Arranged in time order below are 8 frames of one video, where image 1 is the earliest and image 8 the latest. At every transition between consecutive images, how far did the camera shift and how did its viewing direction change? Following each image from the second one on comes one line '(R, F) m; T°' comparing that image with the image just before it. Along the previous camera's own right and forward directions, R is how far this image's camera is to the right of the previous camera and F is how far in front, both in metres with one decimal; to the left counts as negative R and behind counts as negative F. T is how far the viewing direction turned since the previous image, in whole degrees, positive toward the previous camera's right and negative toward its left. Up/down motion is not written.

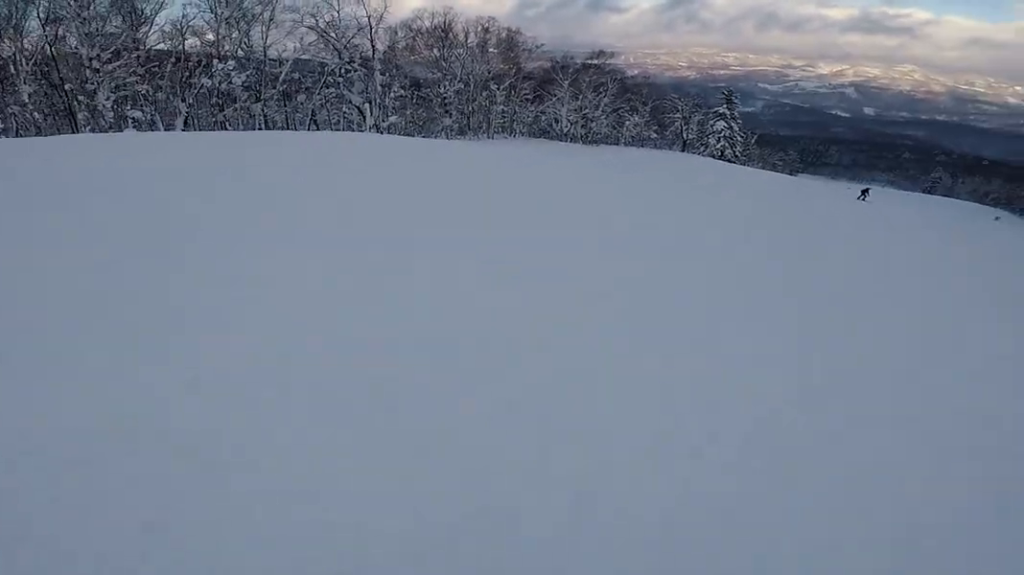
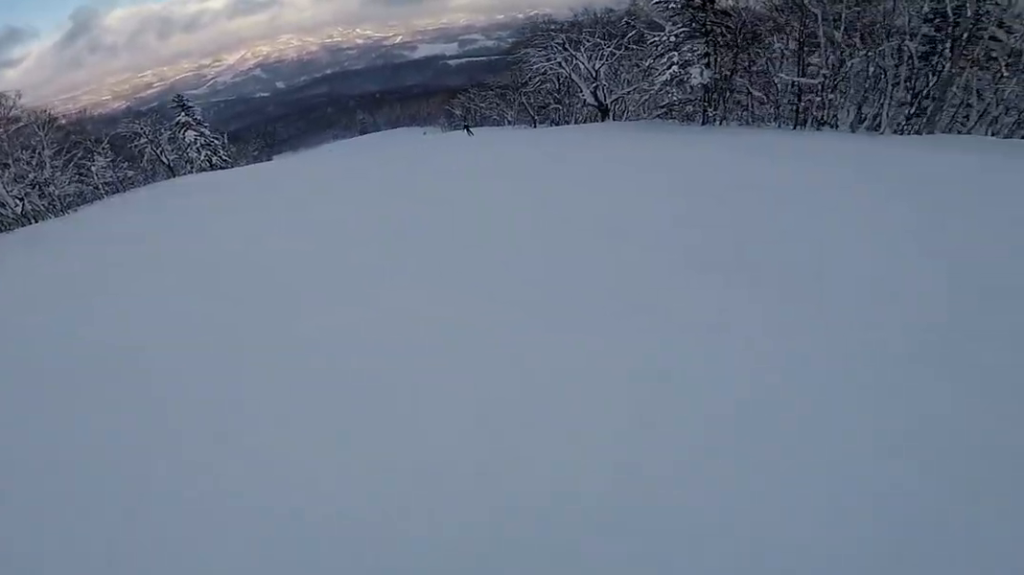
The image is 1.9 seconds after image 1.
(+4.9, +14.3) m; +43°
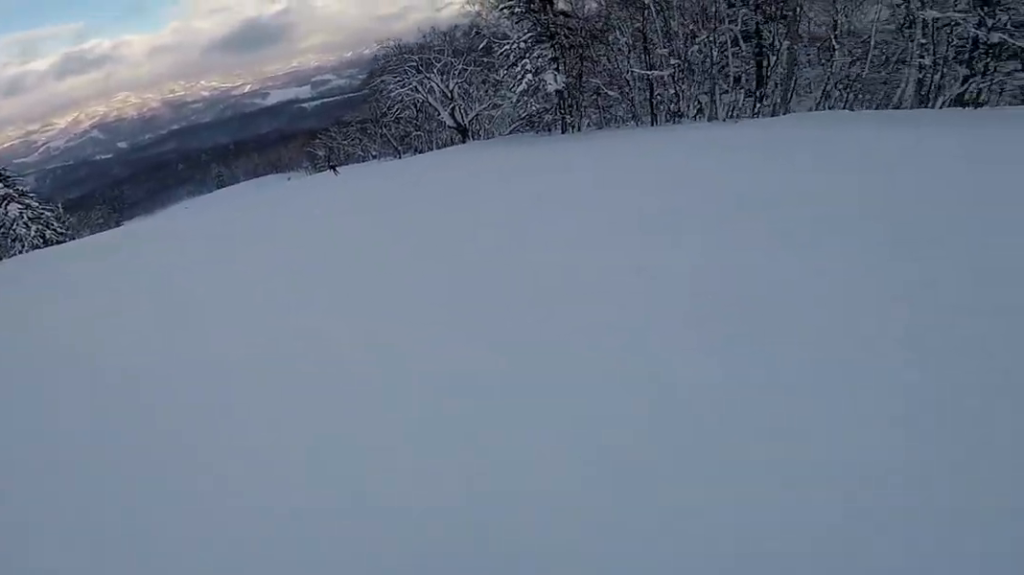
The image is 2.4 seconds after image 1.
(+0.4, +4.2) m; +11°
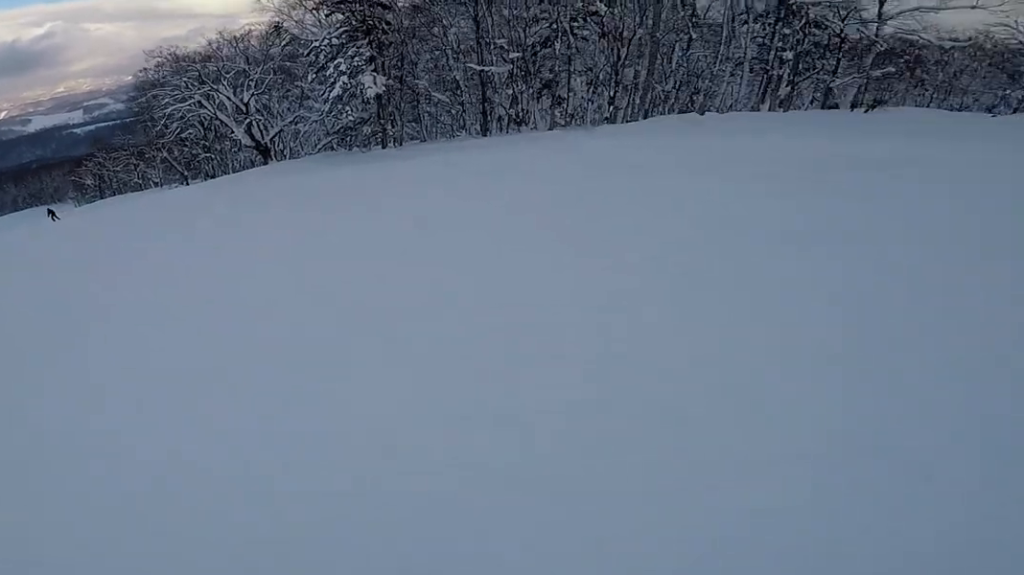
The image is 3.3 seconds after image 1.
(+1.2, +7.6) m; +8°
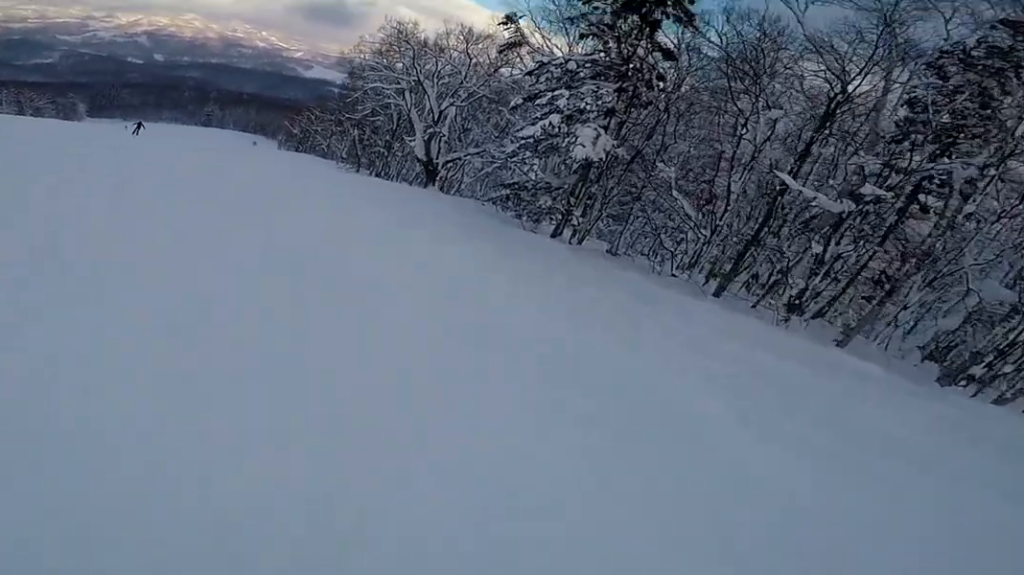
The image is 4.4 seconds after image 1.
(+0.2, +10.2) m; -13°
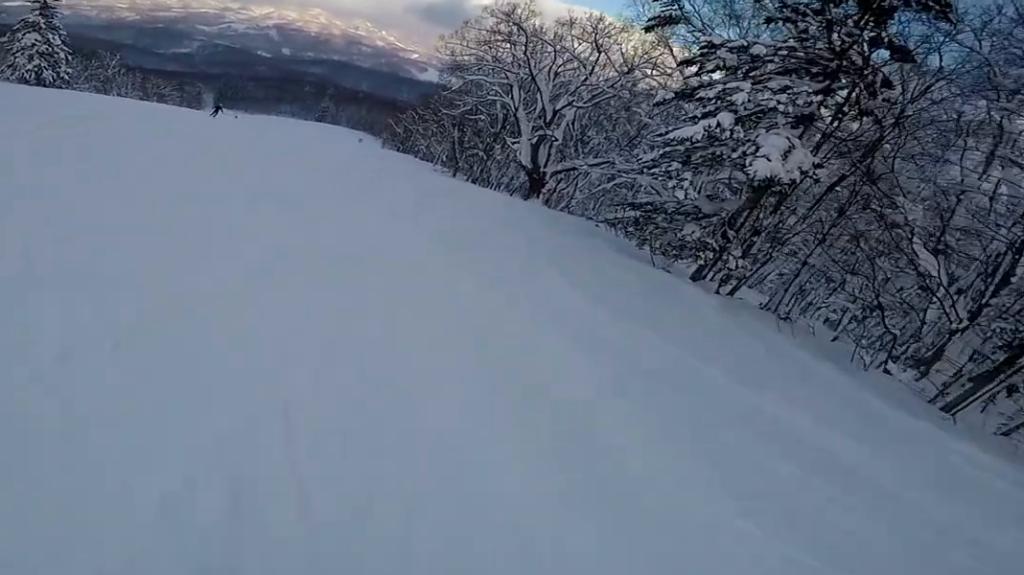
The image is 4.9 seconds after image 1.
(-0.8, +4.8) m; -16°
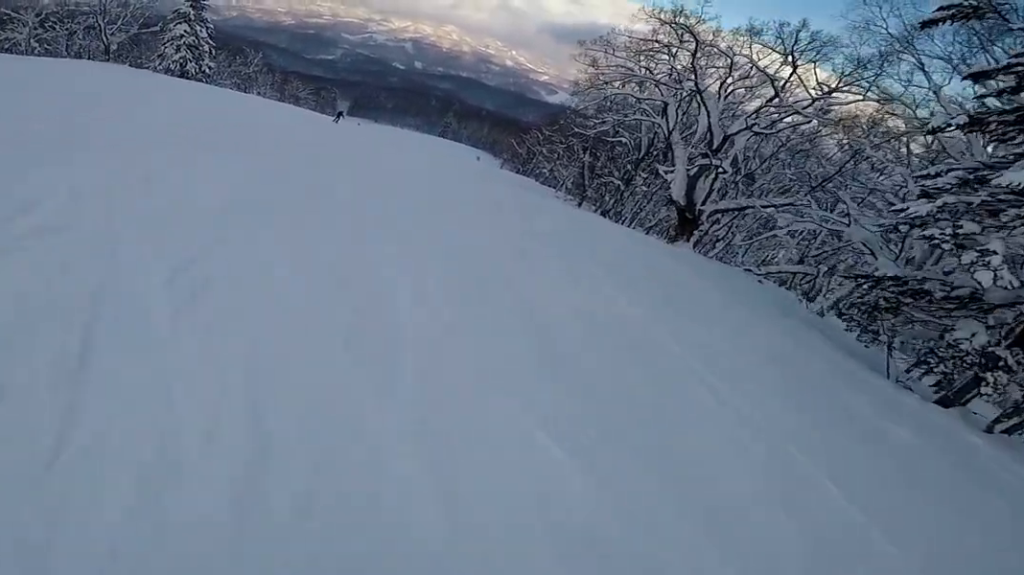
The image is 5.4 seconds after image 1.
(-0.2, +5.1) m; -18°
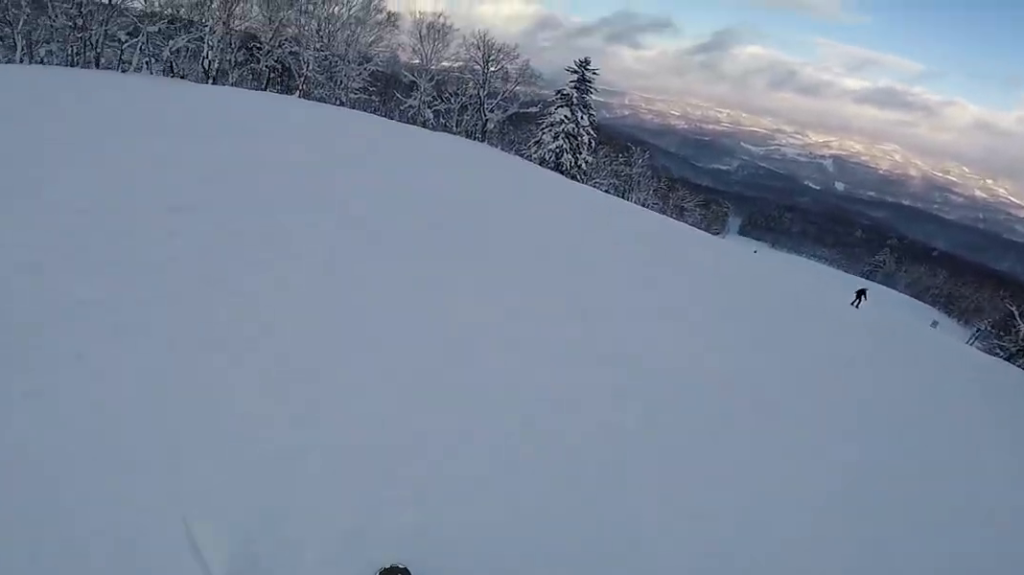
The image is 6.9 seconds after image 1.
(-5.2, +11.5) m; -32°
